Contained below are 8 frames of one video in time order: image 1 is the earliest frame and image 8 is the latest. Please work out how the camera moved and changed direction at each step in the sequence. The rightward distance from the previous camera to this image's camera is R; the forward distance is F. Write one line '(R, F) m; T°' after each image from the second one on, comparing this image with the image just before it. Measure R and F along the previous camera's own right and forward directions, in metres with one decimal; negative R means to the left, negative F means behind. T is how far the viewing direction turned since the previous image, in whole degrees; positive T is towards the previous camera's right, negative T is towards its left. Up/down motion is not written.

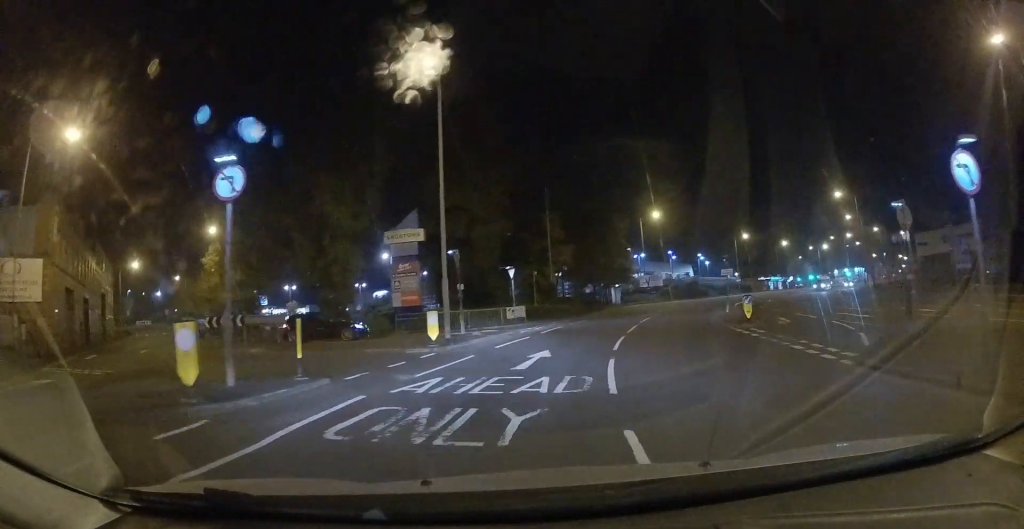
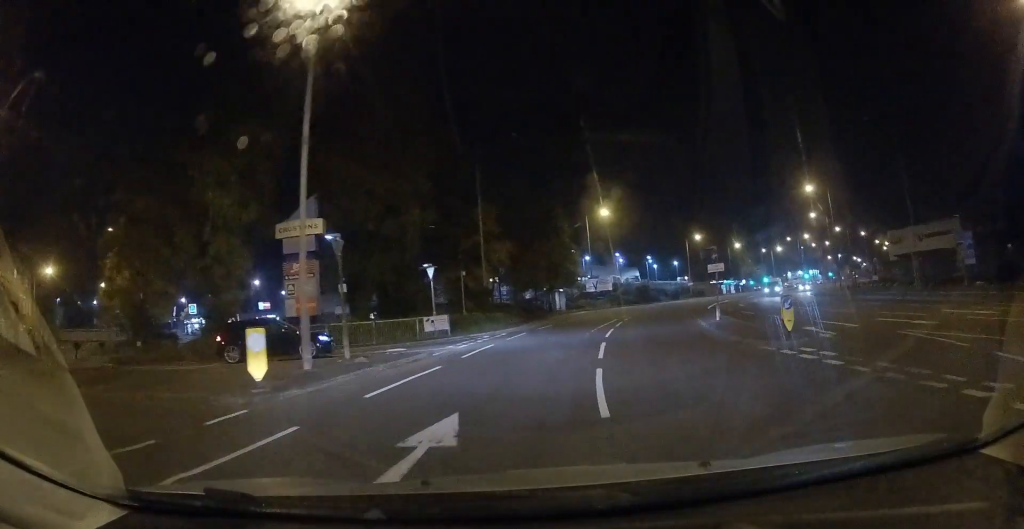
(-0.2, +7.6) m; +7°
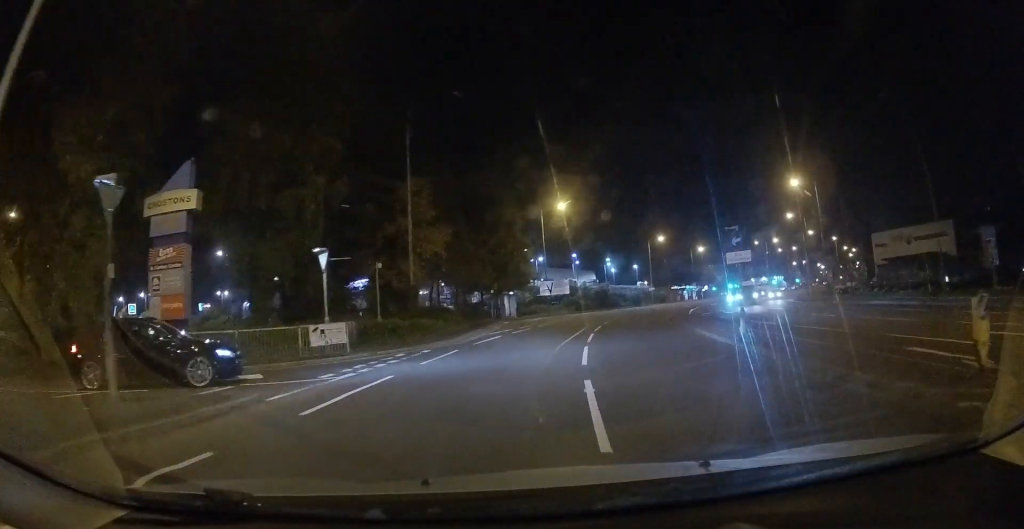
(+1.1, +7.5) m; +8°
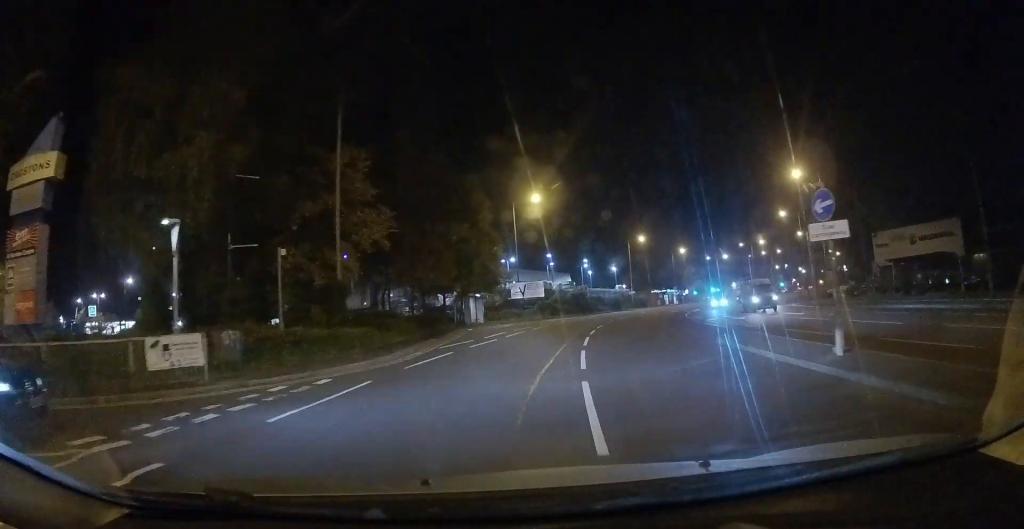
(+0.3, +6.4) m; +3°
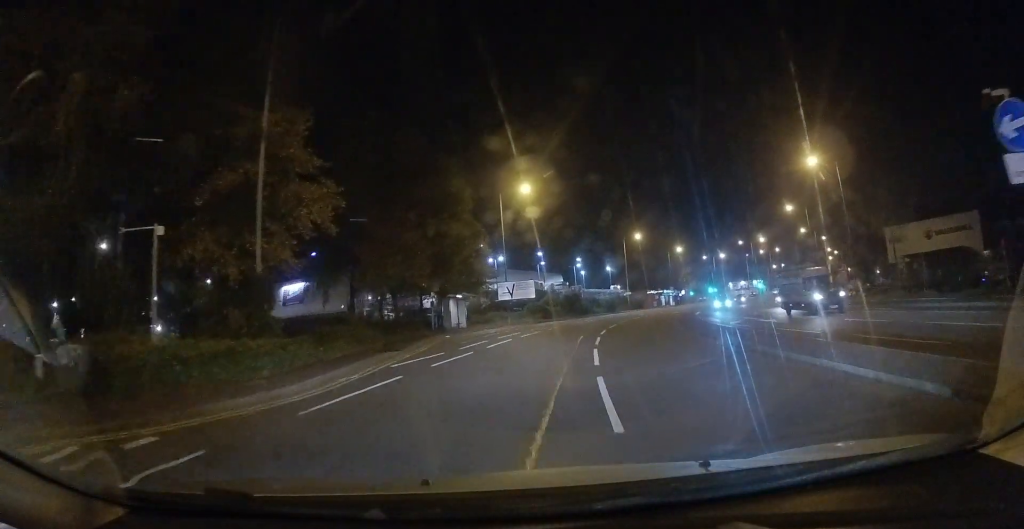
(+0.1, +5.1) m; +1°
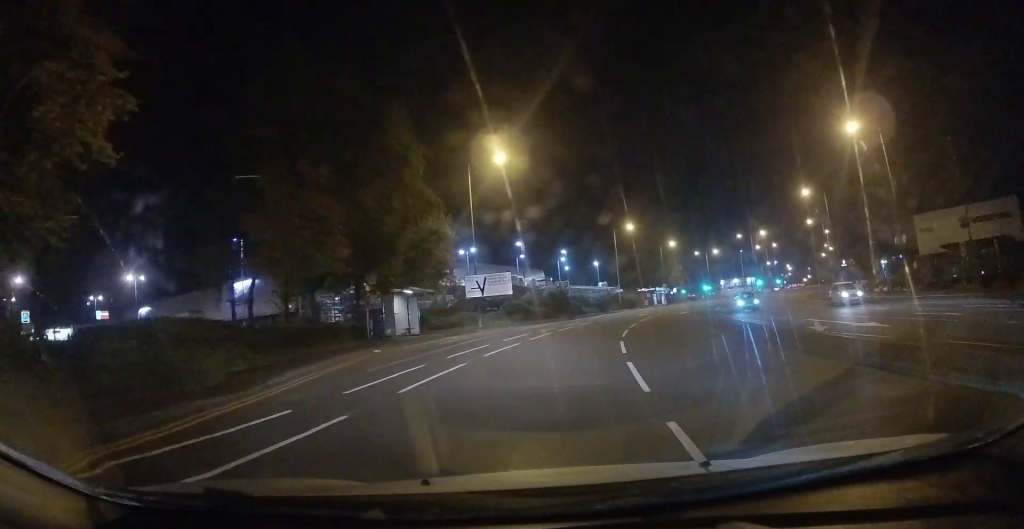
(0.0, +9.6) m; +3°
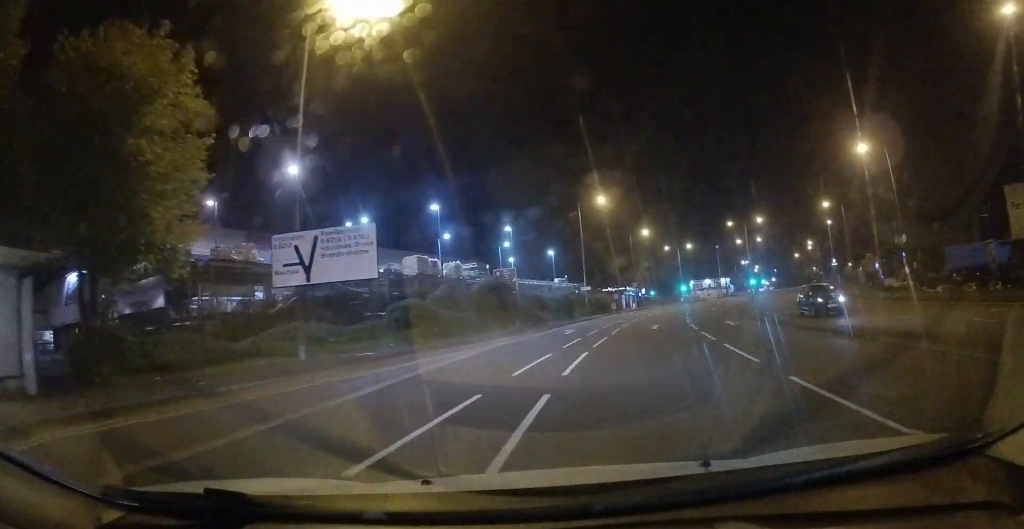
(+2.1, +21.6) m; +10°
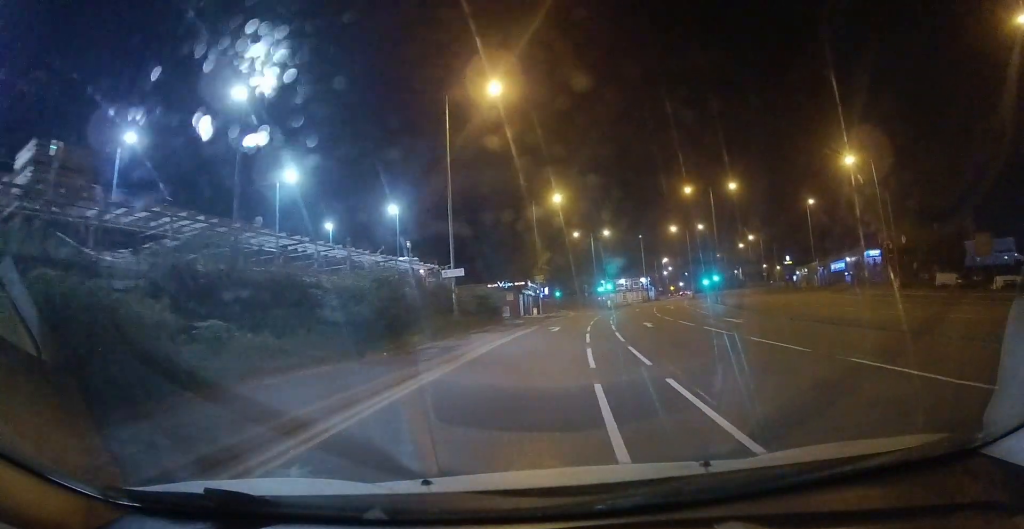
(+1.9, +31.1) m; +9°
